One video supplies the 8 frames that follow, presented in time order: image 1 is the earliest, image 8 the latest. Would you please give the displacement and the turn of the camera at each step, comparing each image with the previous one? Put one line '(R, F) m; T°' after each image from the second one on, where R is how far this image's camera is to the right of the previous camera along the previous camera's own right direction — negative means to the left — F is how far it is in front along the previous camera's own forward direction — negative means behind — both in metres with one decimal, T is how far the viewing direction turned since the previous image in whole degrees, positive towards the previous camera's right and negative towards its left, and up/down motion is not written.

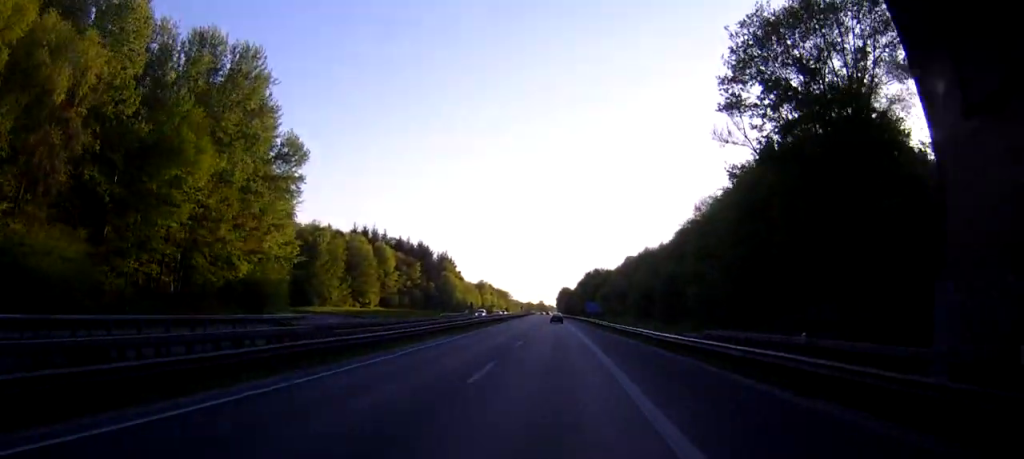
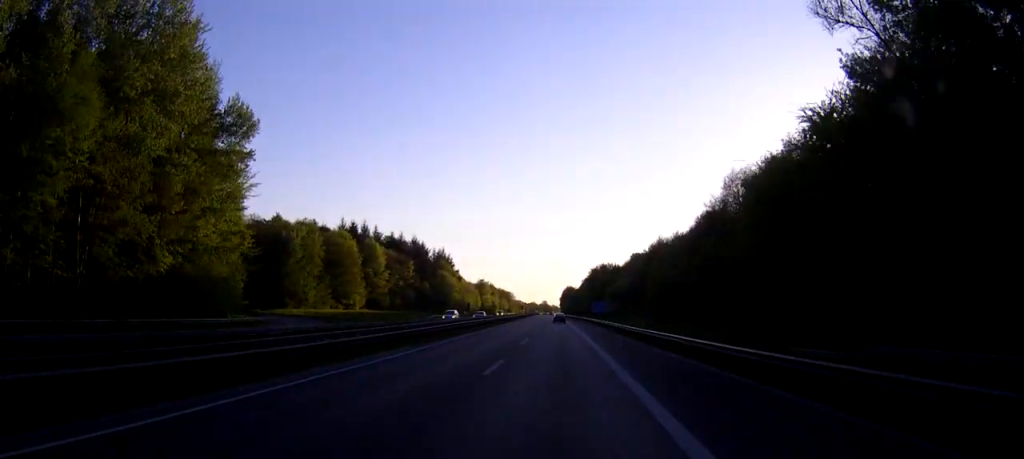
(-0.1, +13.7) m; 0°
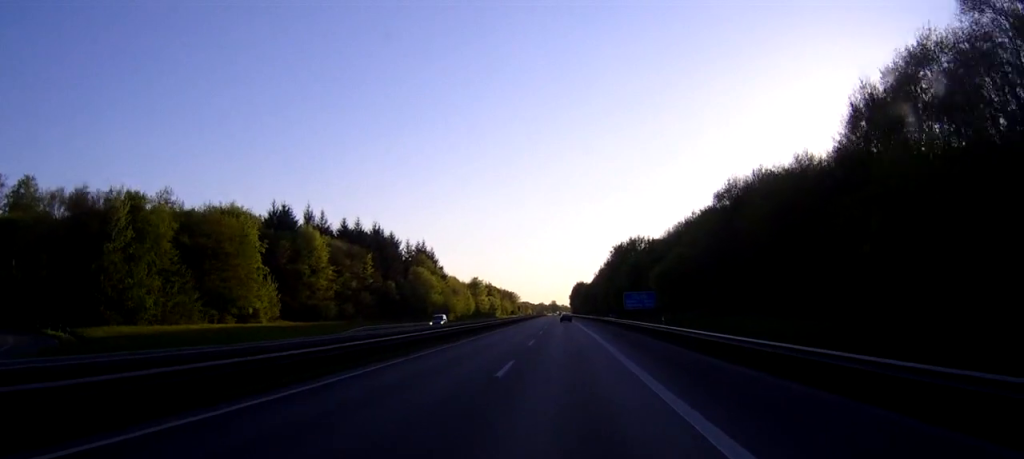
(-0.2, +50.8) m; 0°
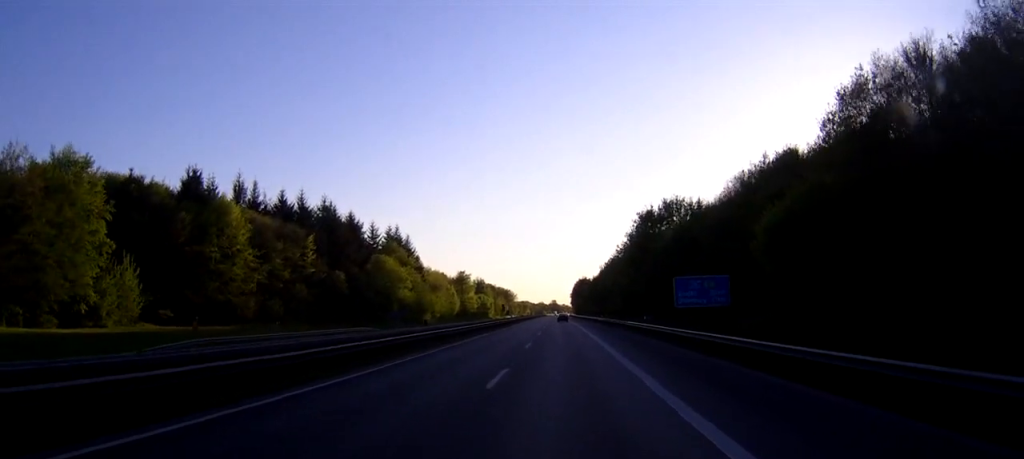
(-0.1, +38.1) m; 0°
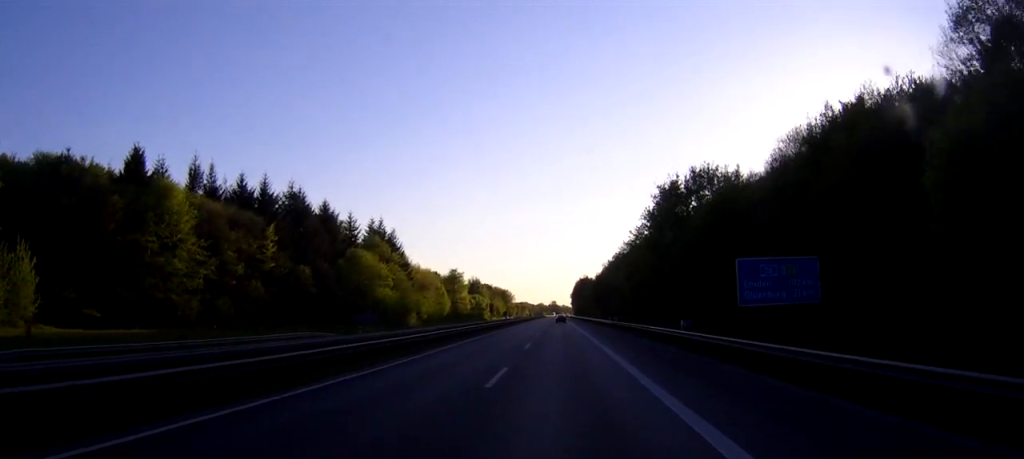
(0.0, +17.6) m; 0°
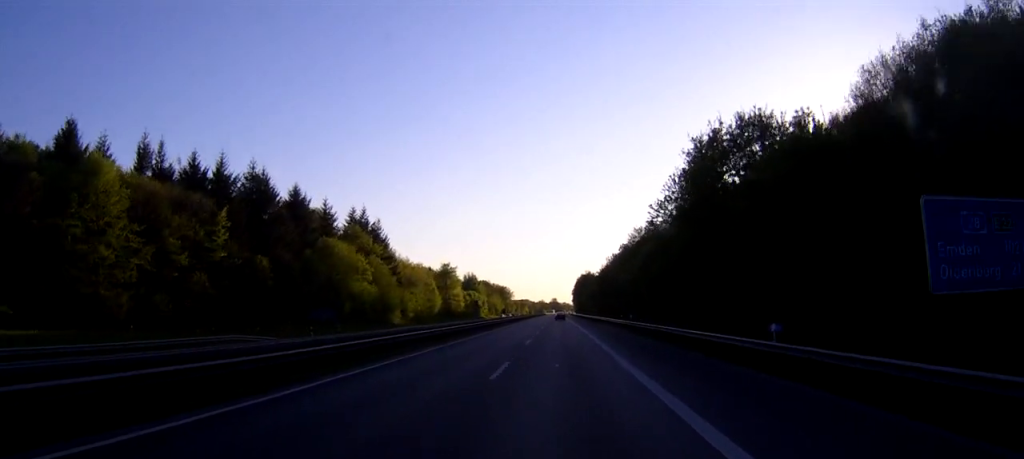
(0.0, +16.9) m; 0°
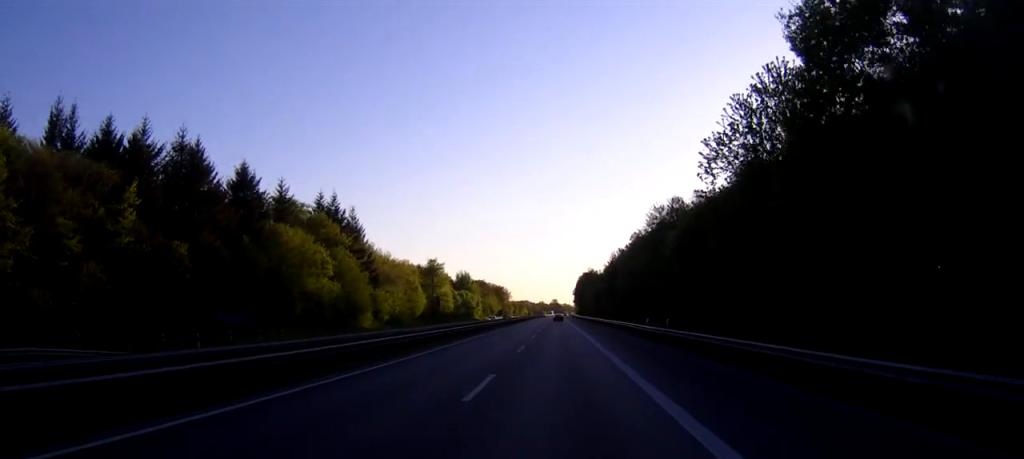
(0.0, +22.6) m; 0°
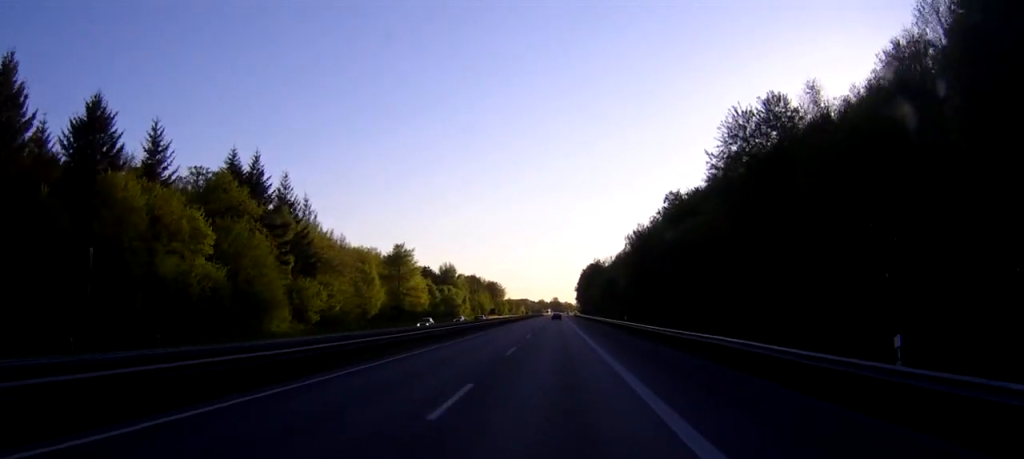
(+0.1, +40.1) m; 0°
